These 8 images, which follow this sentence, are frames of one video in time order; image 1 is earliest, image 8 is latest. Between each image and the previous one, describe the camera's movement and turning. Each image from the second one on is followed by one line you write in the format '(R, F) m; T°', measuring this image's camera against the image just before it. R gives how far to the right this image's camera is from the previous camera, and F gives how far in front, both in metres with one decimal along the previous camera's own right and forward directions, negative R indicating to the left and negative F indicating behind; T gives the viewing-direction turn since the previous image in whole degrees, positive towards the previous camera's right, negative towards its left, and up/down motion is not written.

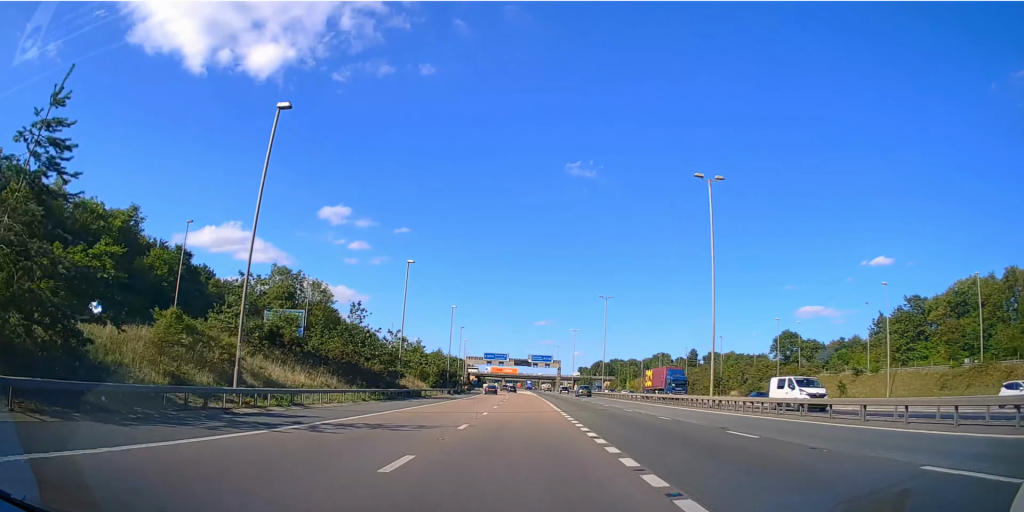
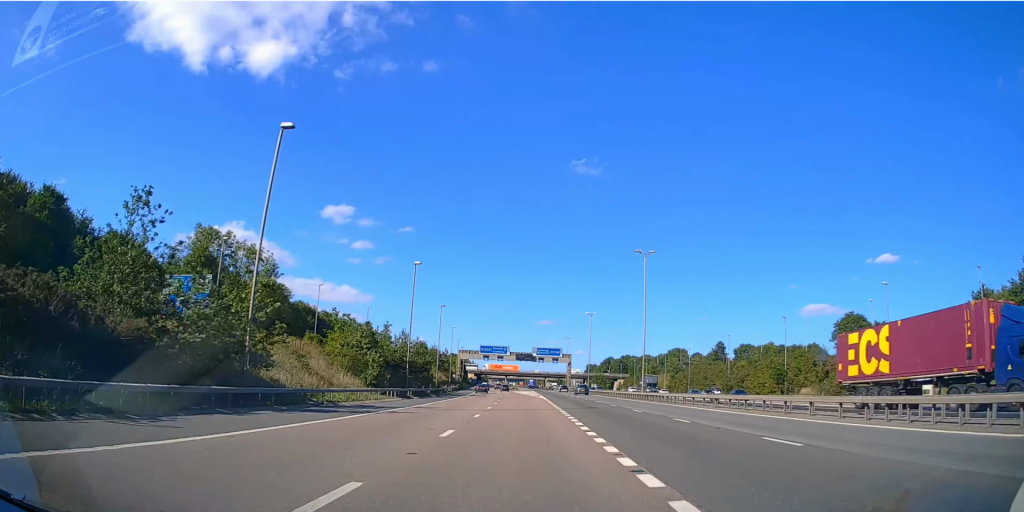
(-0.1, +28.7) m; 0°
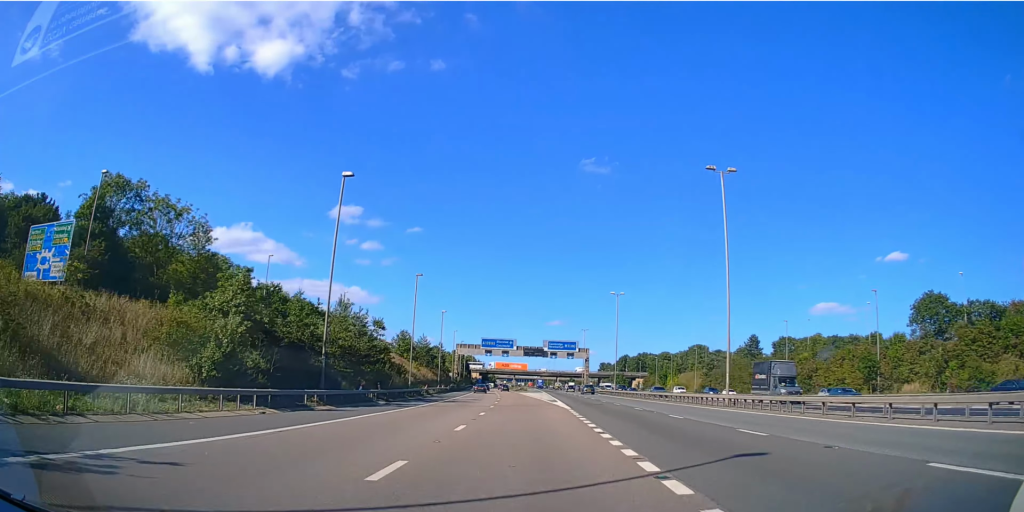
(0.0, +24.1) m; -1°
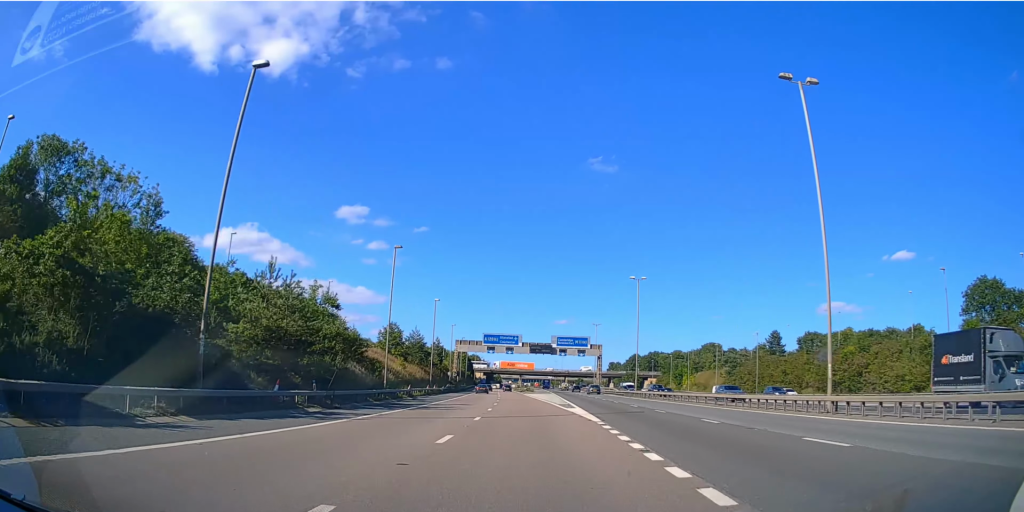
(+0.1, +12.5) m; -1°
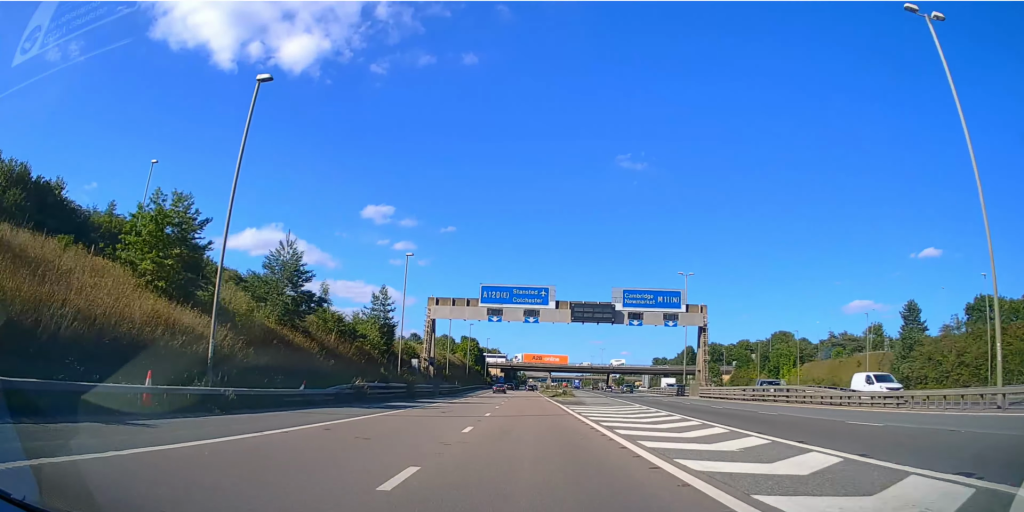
(-1.6, +58.4) m; -3°
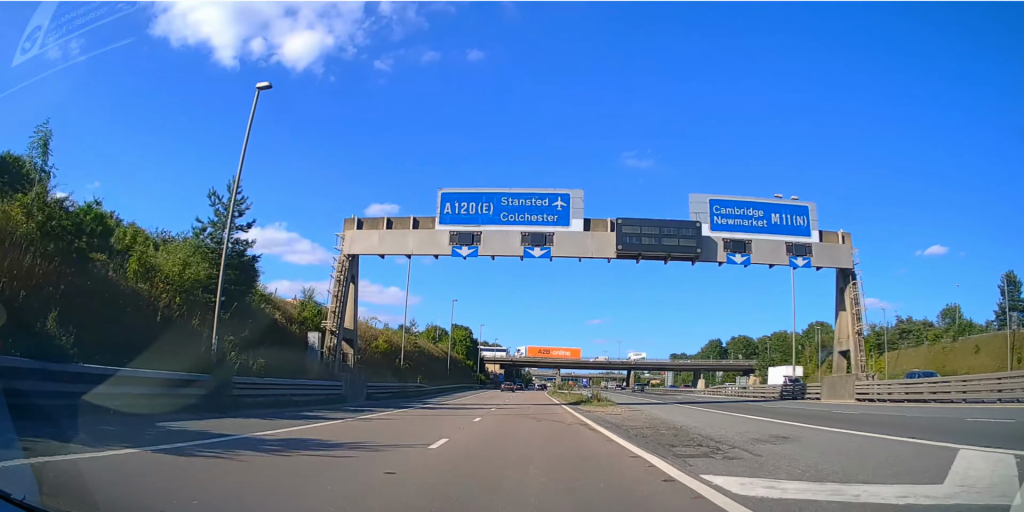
(-0.3, +30.8) m; -1°
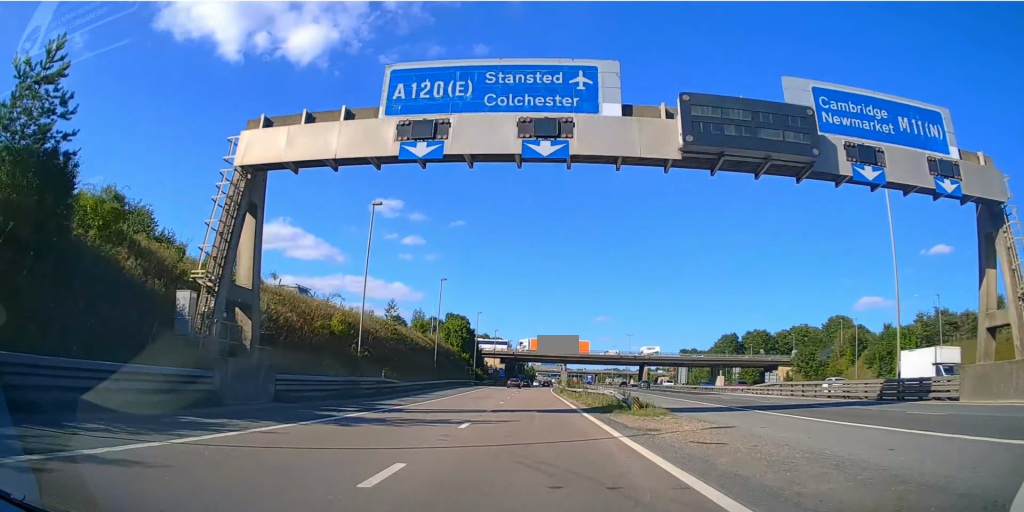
(0.0, +13.8) m; 0°
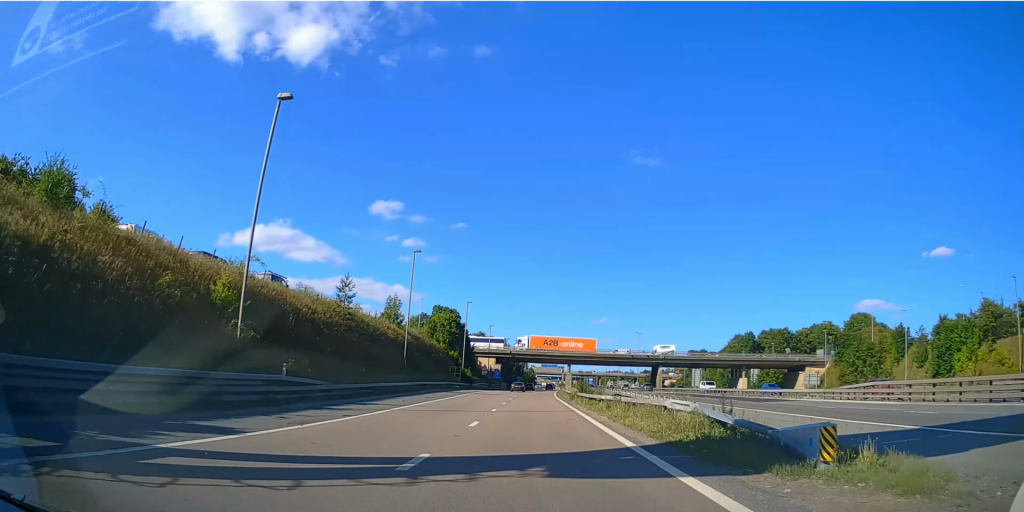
(-0.2, +16.2) m; 0°
